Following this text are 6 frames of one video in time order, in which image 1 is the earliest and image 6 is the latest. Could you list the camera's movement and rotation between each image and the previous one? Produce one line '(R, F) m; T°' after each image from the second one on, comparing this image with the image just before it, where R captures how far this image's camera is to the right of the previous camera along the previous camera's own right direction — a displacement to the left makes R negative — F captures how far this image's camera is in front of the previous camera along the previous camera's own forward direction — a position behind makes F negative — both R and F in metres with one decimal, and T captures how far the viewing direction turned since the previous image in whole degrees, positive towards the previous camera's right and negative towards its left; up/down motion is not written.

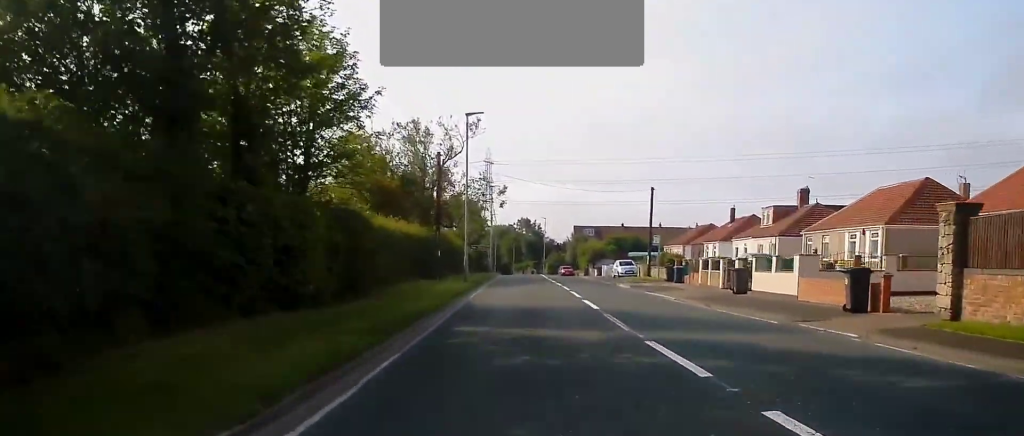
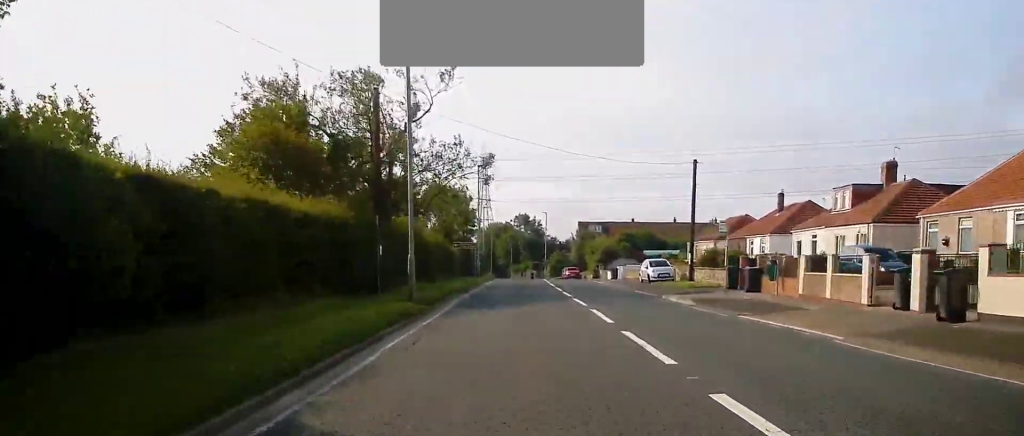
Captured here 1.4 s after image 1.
(0.0, +17.2) m; -1°
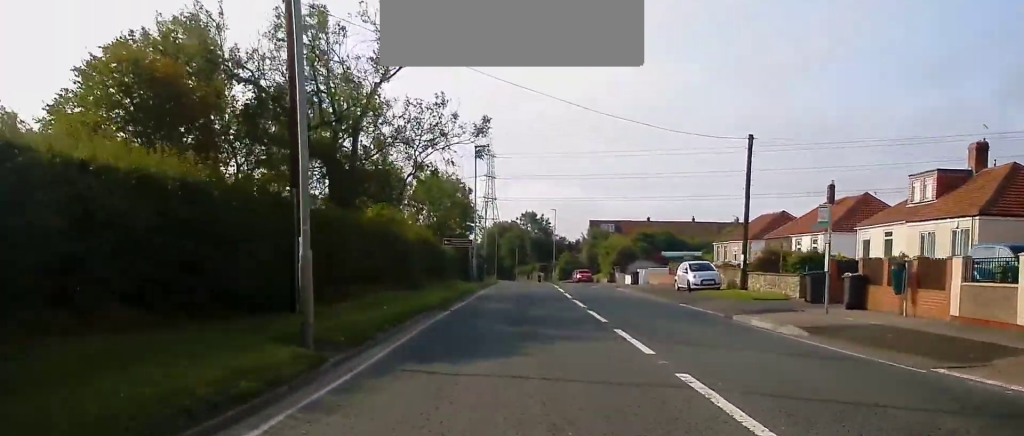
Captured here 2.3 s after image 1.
(-0.2, +10.5) m; 0°
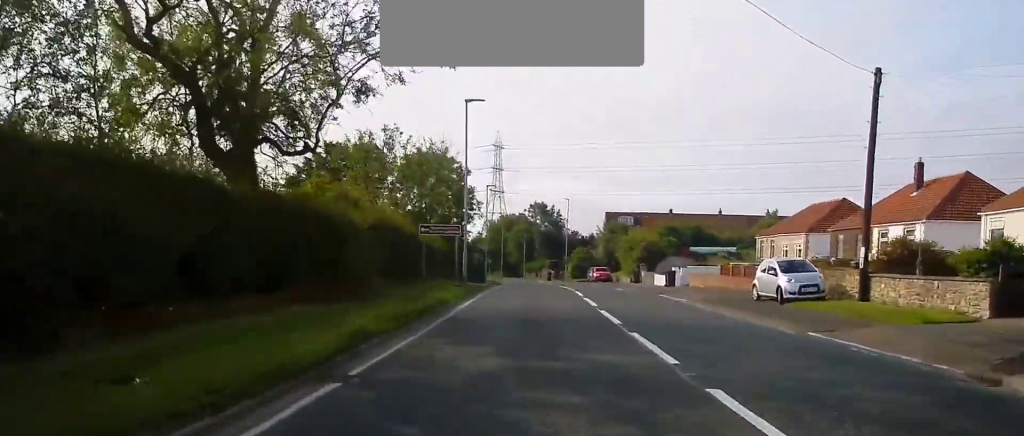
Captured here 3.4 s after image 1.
(+0.3, +13.2) m; +1°
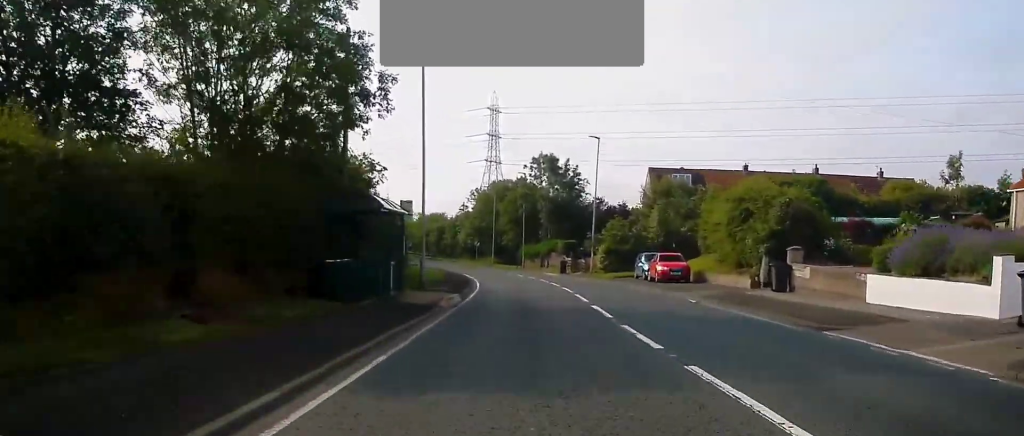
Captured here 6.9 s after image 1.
(-1.1, +40.1) m; -1°
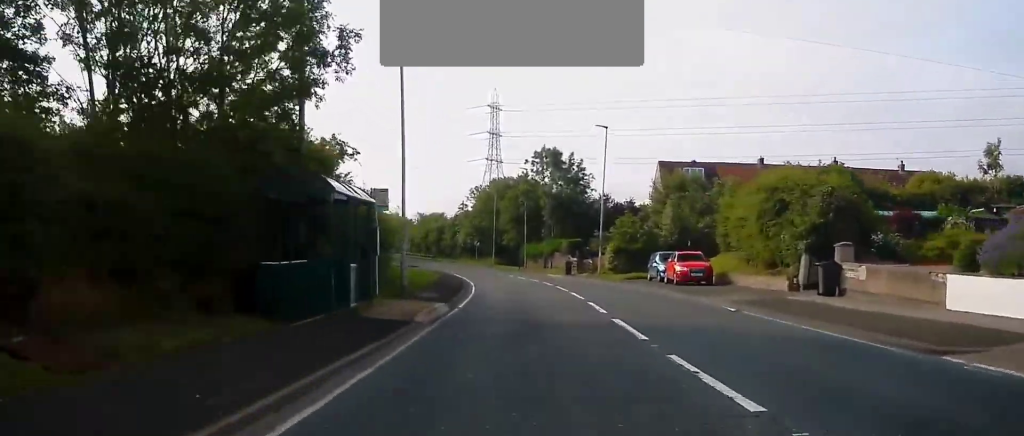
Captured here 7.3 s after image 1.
(0.0, +4.7) m; 0°
